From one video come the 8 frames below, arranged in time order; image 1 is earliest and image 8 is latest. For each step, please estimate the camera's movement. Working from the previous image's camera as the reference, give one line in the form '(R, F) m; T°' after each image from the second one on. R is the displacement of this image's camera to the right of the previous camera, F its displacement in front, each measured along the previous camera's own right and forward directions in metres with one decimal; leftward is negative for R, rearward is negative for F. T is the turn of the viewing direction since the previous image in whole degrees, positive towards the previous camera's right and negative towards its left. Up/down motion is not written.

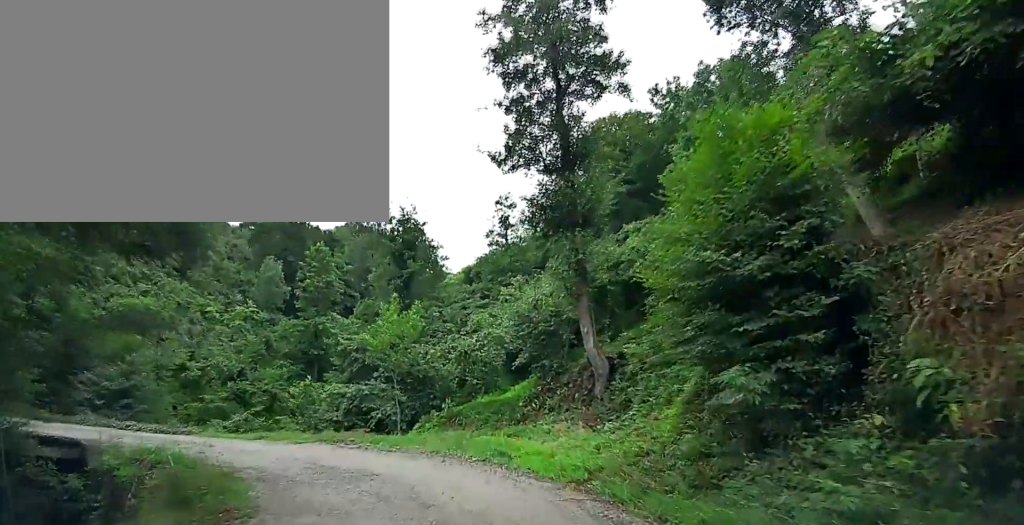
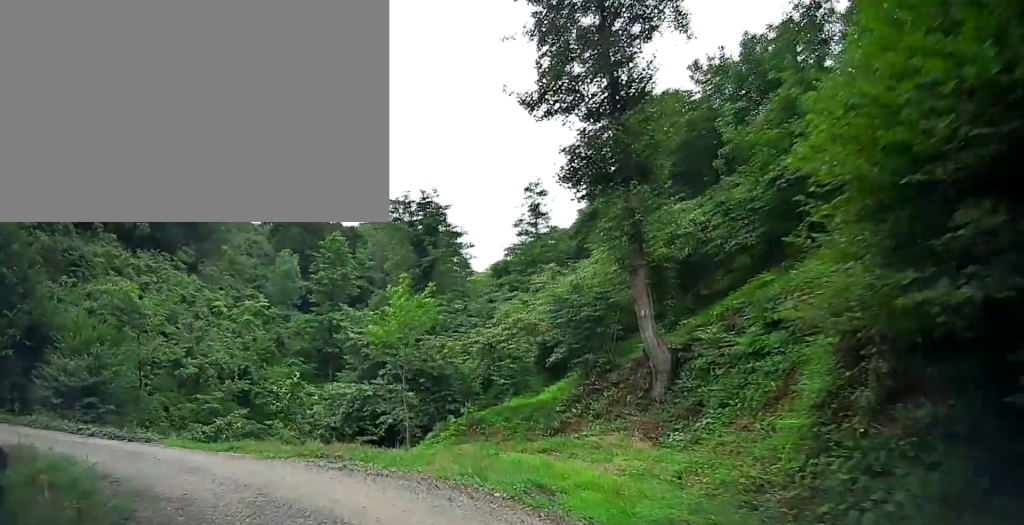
(0.0, +4.1) m; -3°
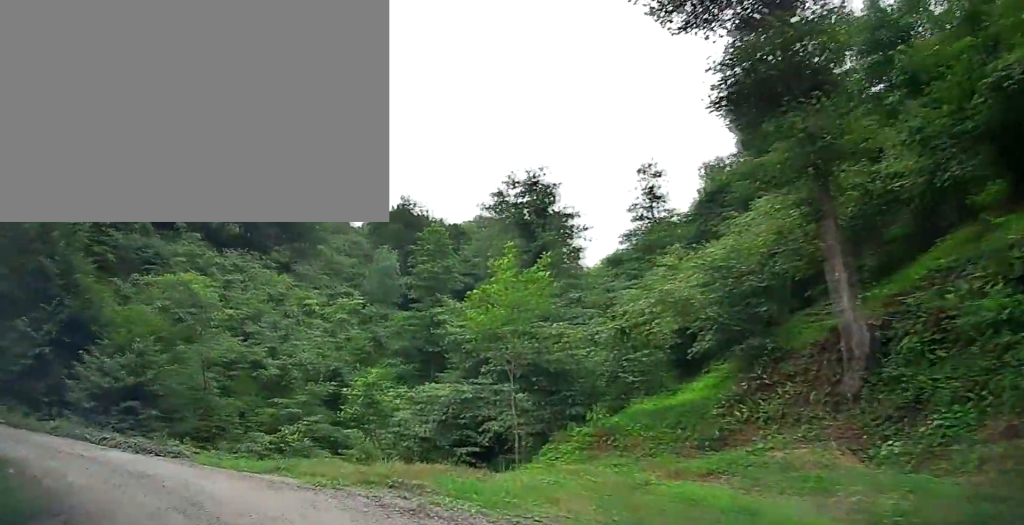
(-0.2, +4.0) m; -10°
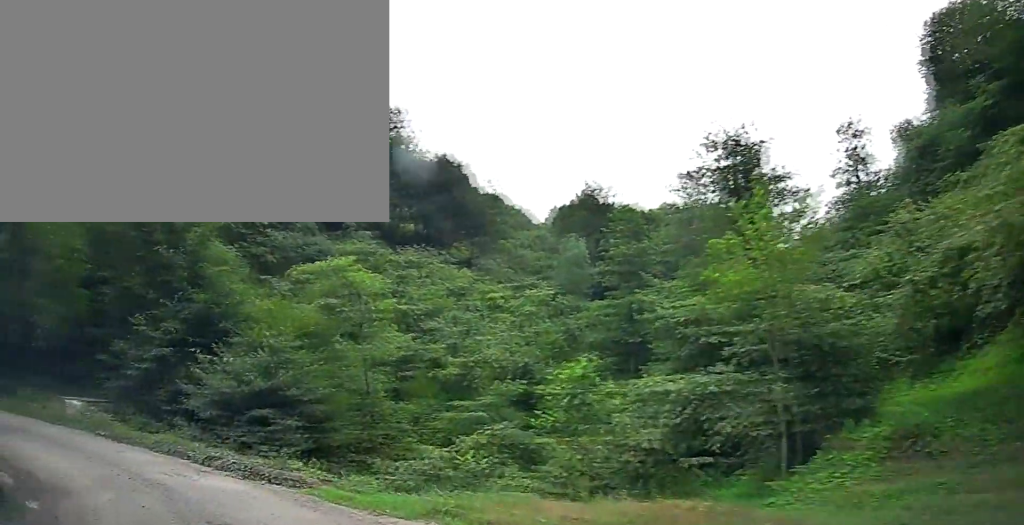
(-0.6, +4.0) m; -19°
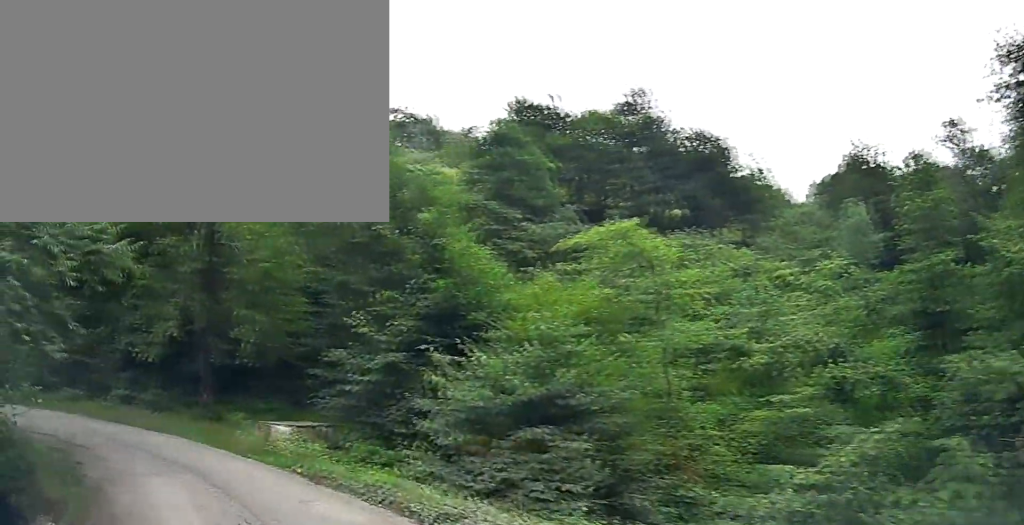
(-0.9, +4.1) m; -26°
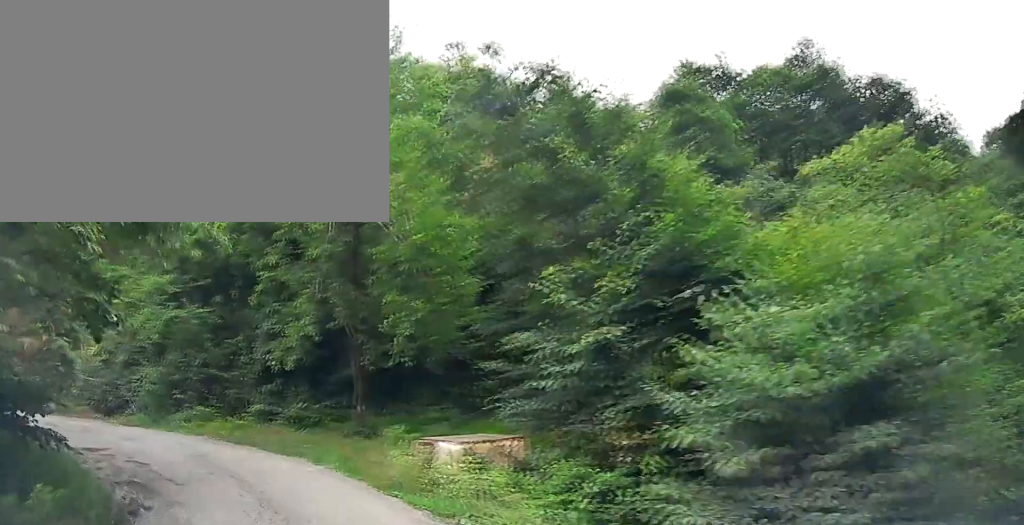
(-0.7, +3.6) m; -19°
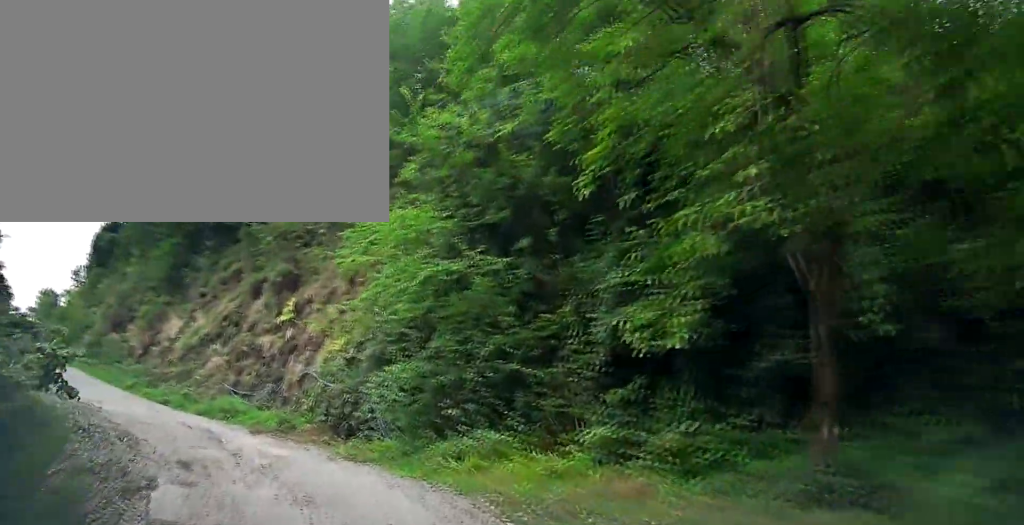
(-3.0, +8.6) m; -36°
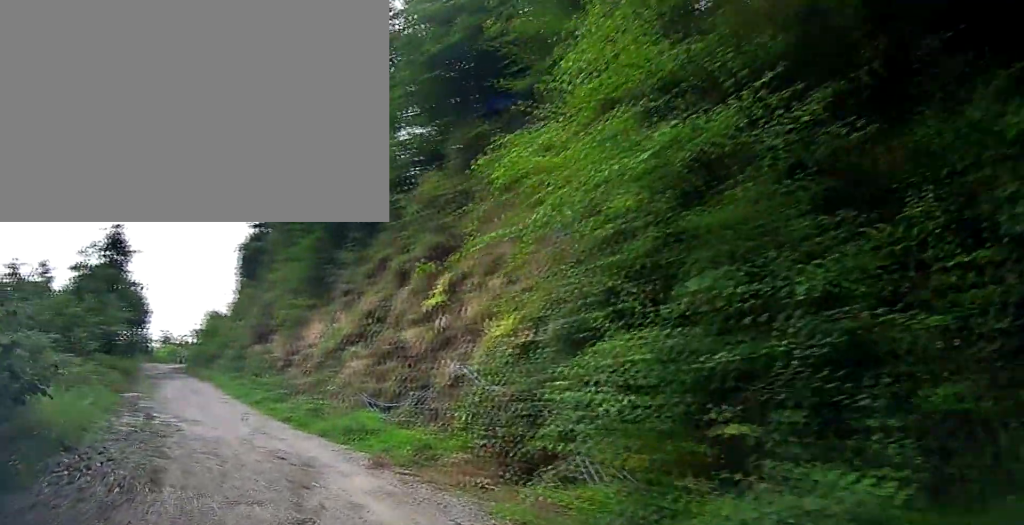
(-0.9, +6.1) m; -20°
